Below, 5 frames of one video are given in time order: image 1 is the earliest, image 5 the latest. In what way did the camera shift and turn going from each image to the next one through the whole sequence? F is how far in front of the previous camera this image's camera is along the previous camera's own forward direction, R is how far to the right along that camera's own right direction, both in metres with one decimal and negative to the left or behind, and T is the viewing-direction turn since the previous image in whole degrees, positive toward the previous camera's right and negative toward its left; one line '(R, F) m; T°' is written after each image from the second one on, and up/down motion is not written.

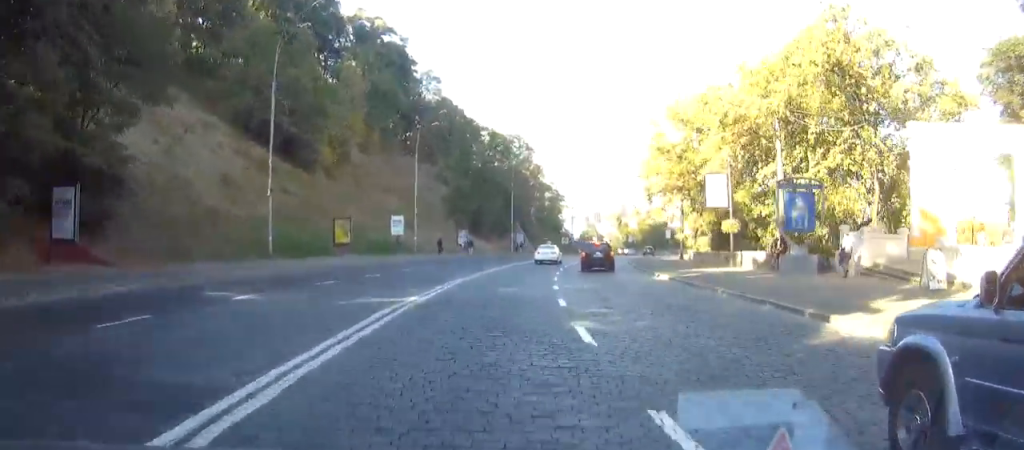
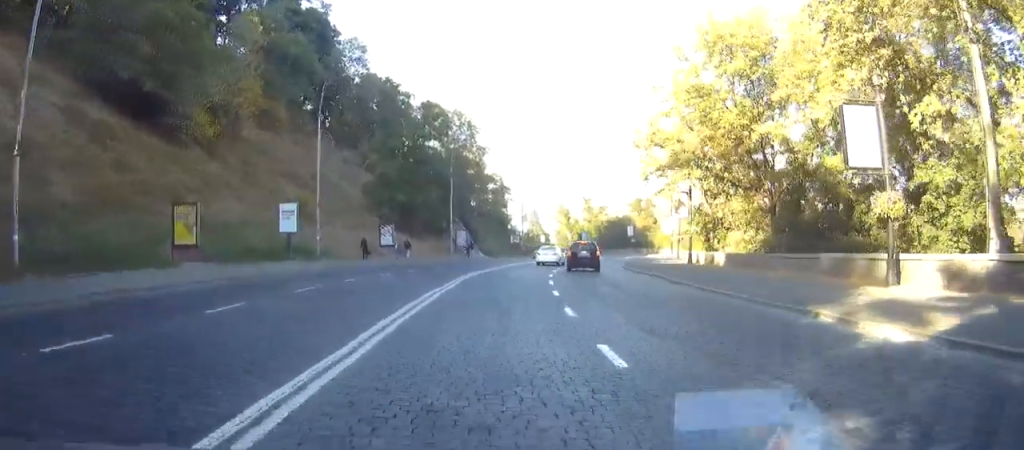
(+0.7, +19.1) m; +7°
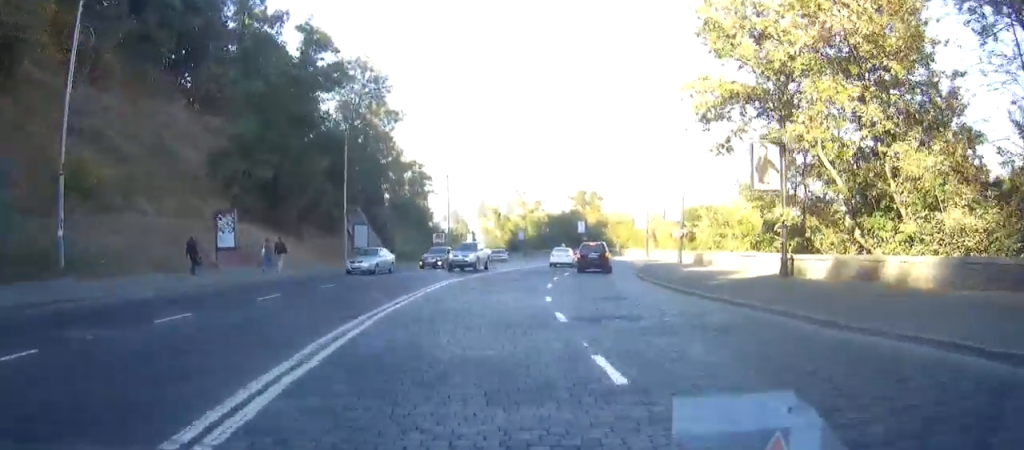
(+2.4, +24.2) m; +10°
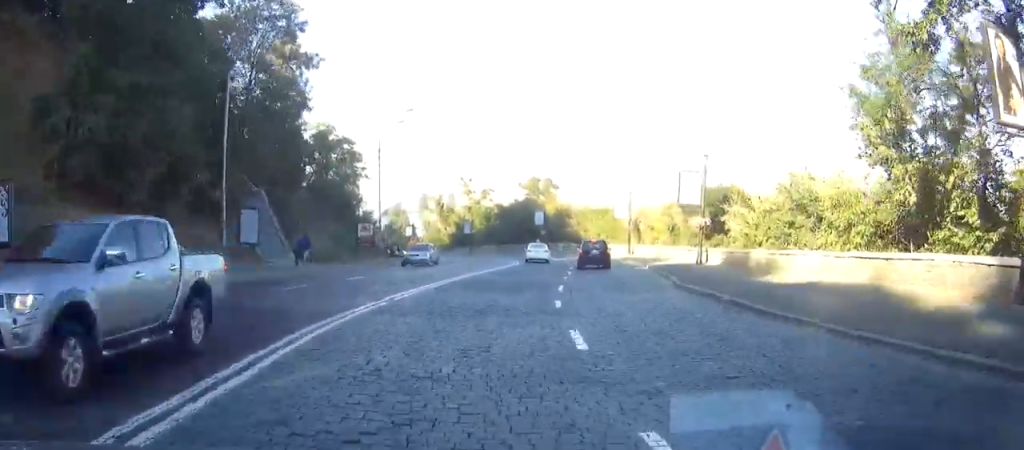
(+0.5, +15.5) m; +4°
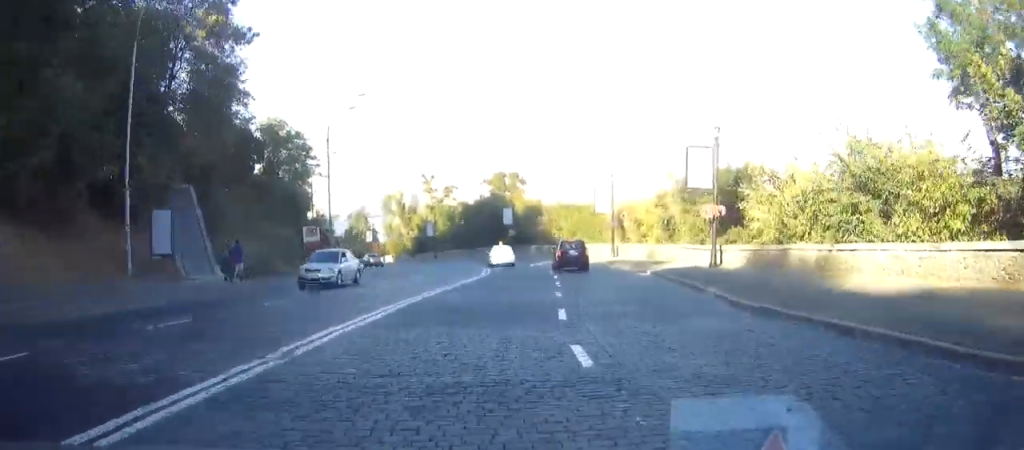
(+0.2, +7.2) m; +2°
